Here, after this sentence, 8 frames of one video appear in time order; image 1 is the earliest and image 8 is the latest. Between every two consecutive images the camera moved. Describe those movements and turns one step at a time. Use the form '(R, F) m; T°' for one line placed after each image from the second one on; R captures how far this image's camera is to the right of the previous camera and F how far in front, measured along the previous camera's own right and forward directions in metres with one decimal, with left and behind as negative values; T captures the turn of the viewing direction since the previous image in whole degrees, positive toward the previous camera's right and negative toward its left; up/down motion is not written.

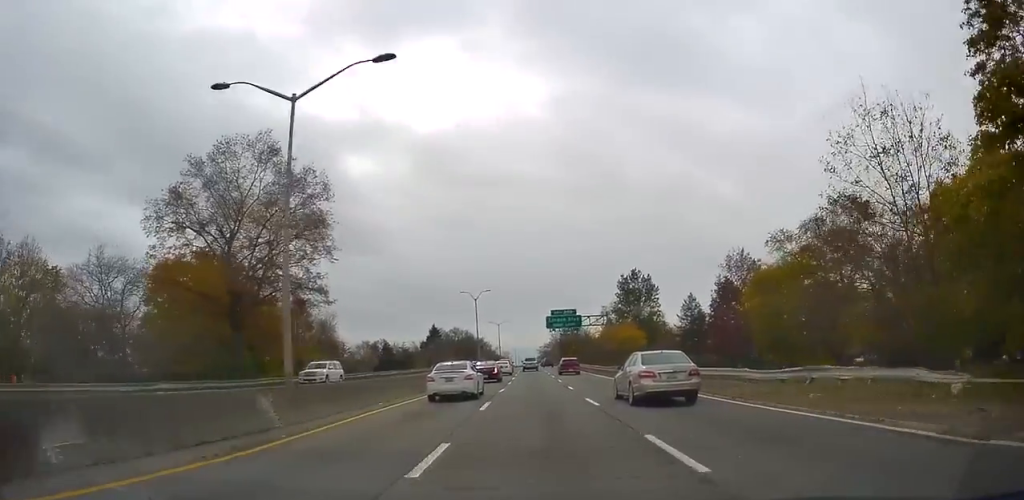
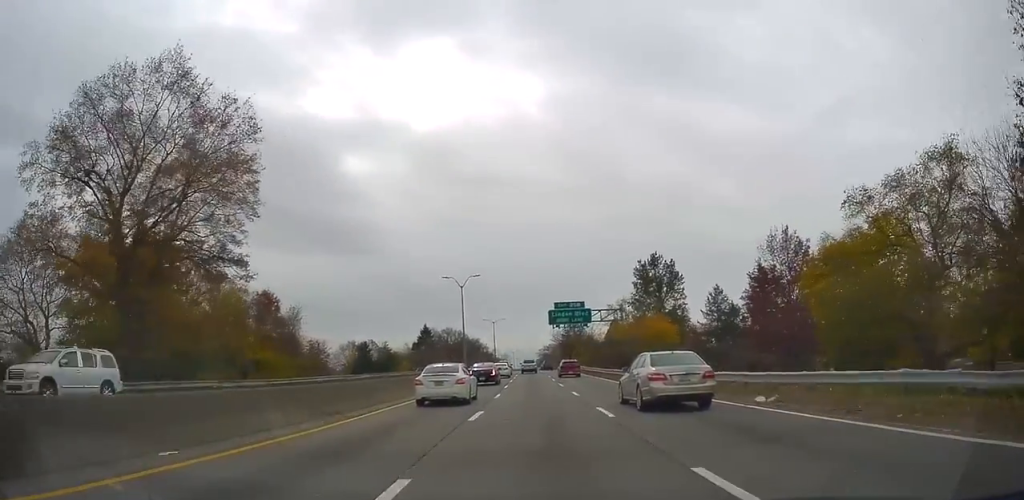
(+0.1, +13.2) m; 0°
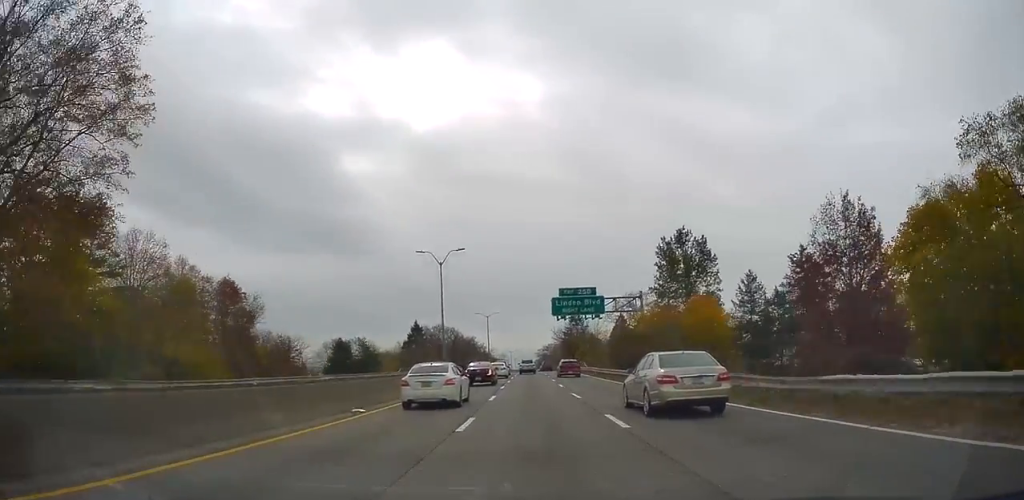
(0.0, +12.4) m; 0°
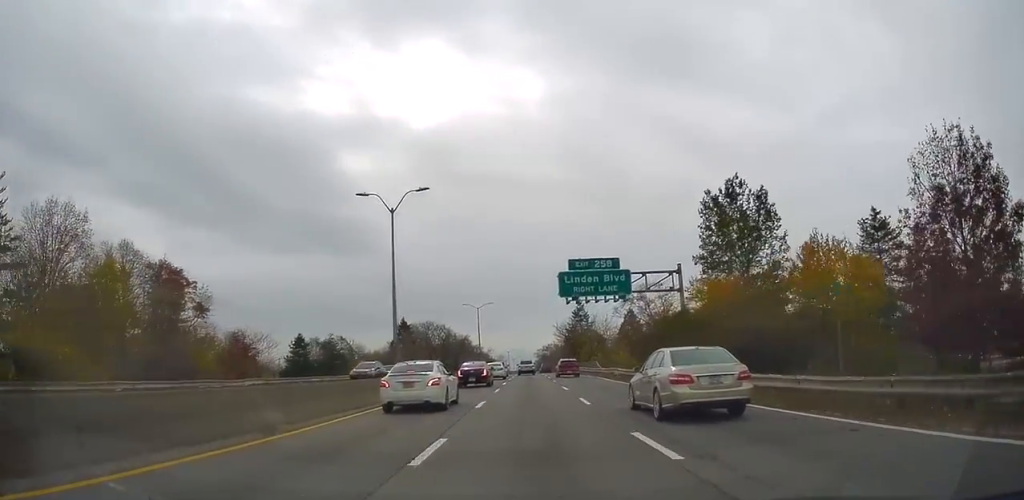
(0.0, +14.7) m; 0°
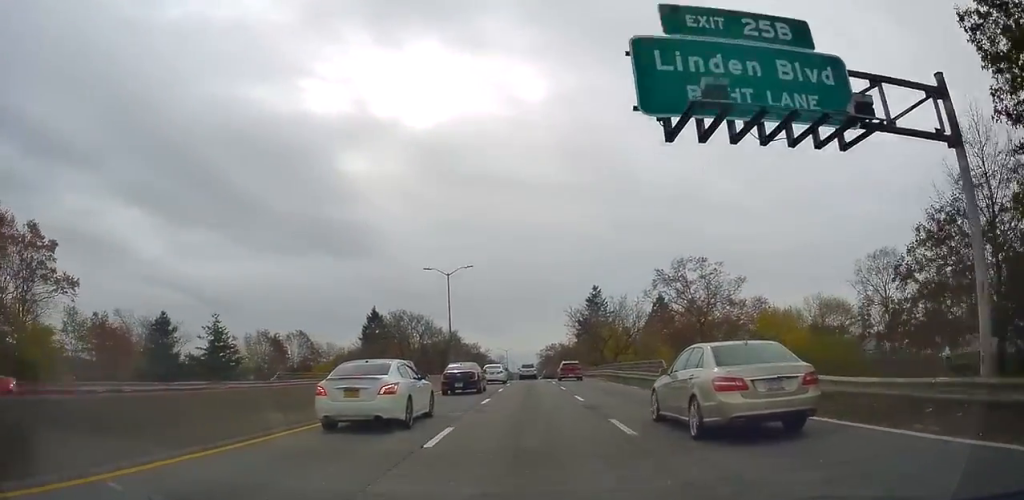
(0.0, +28.5) m; 0°
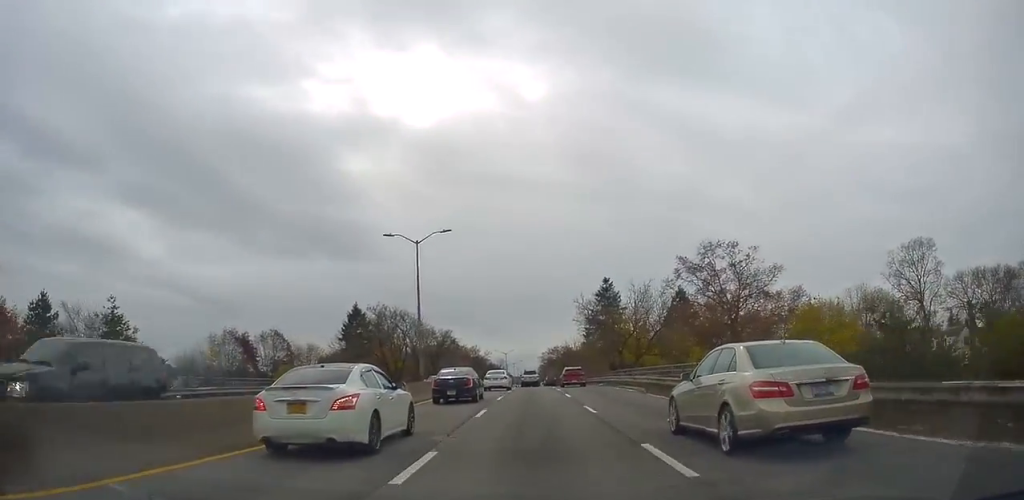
(0.0, +13.4) m; 0°
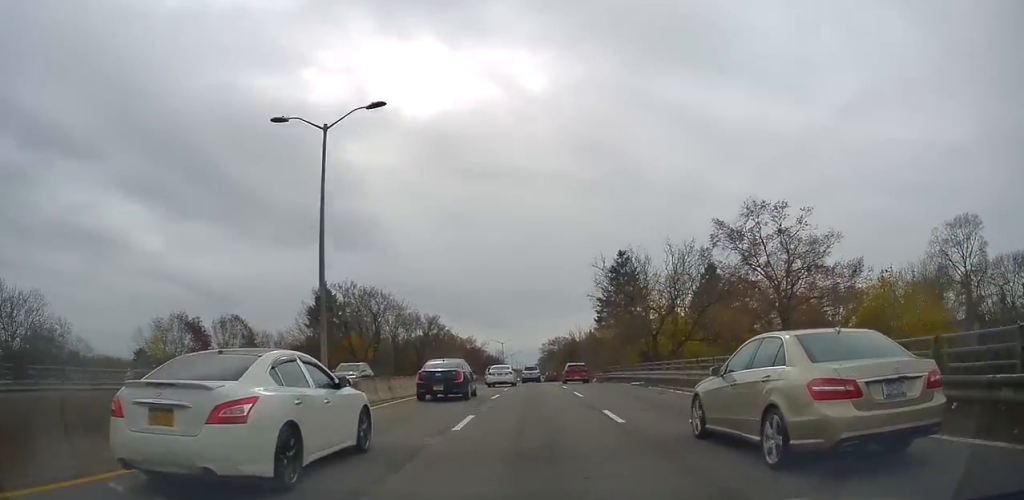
(0.0, +15.6) m; 0°
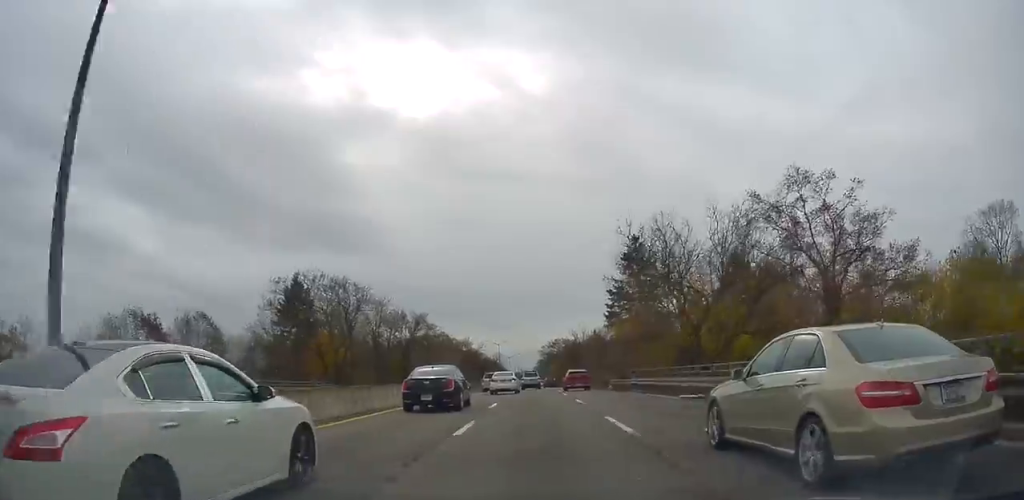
(0.0, +10.8) m; 0°
